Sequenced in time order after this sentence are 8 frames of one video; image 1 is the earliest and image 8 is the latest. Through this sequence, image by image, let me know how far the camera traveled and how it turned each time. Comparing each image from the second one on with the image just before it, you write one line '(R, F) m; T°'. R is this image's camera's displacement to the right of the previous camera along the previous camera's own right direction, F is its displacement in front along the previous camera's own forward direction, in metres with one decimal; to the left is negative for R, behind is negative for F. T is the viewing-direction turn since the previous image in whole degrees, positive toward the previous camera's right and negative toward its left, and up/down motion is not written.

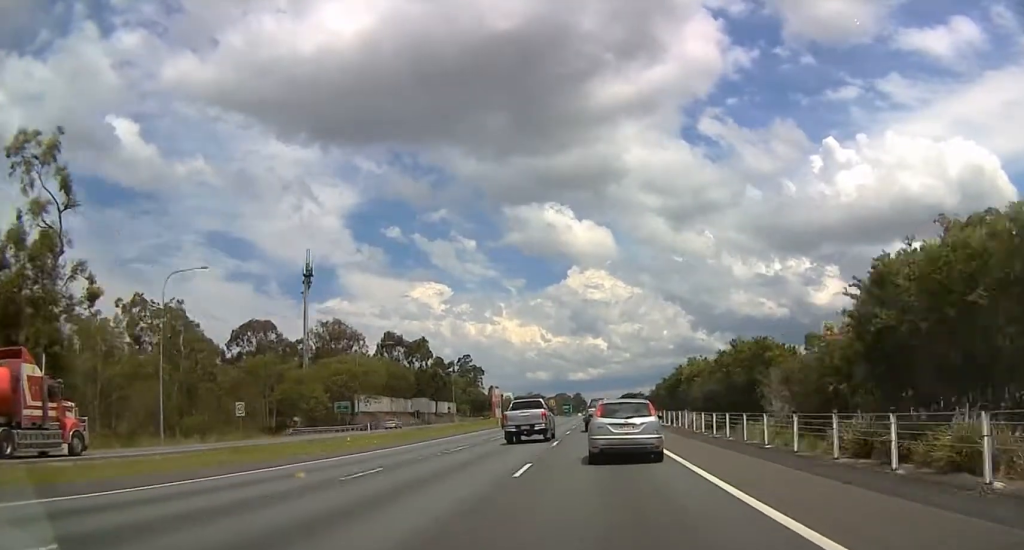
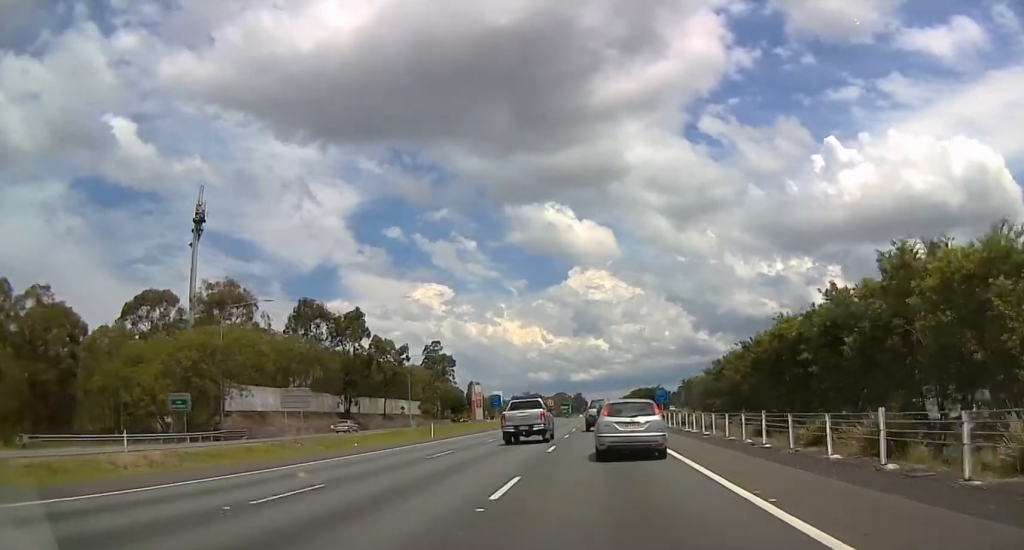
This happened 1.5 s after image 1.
(0.0, +40.5) m; +1°
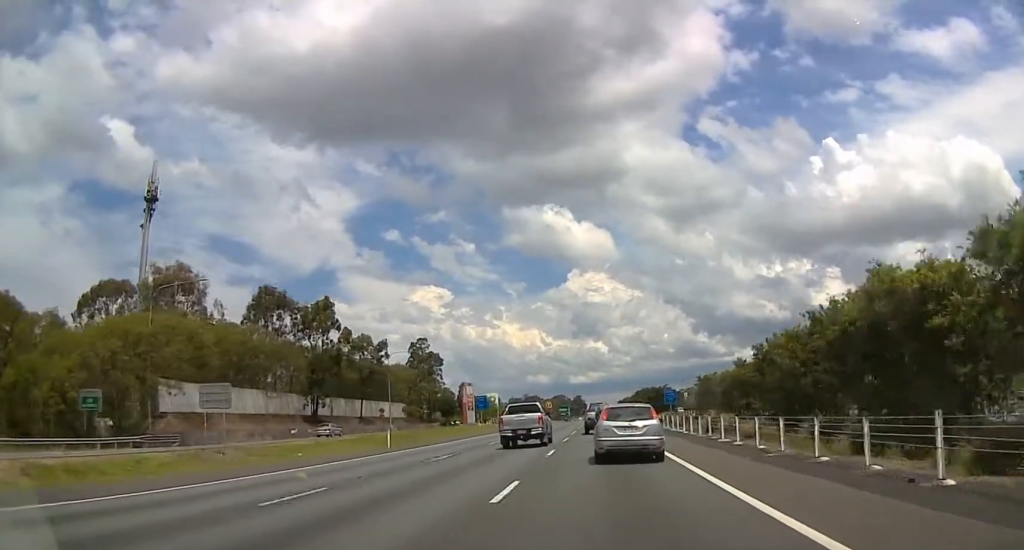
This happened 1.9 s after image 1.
(-0.1, +11.8) m; +1°
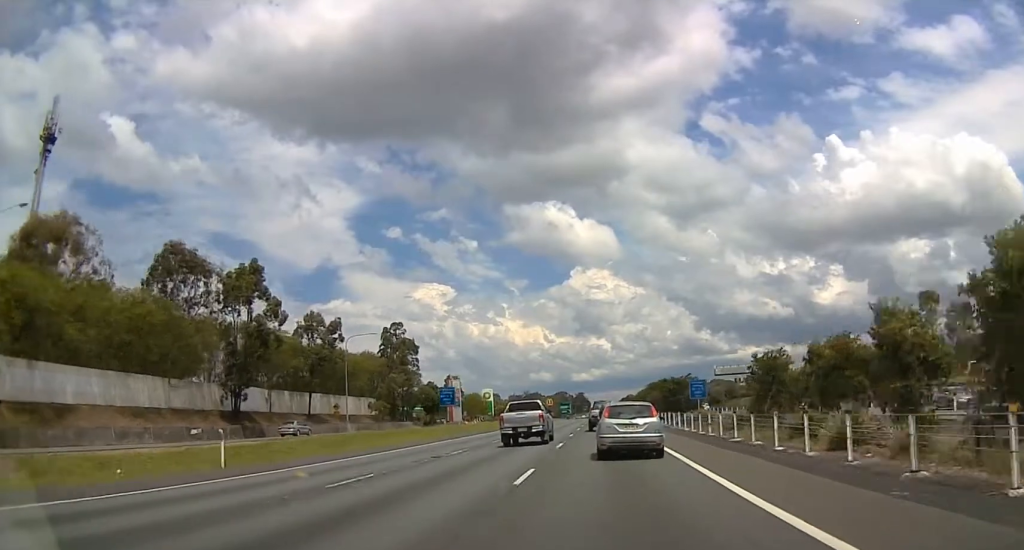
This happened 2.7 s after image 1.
(+0.4, +20.4) m; 0°
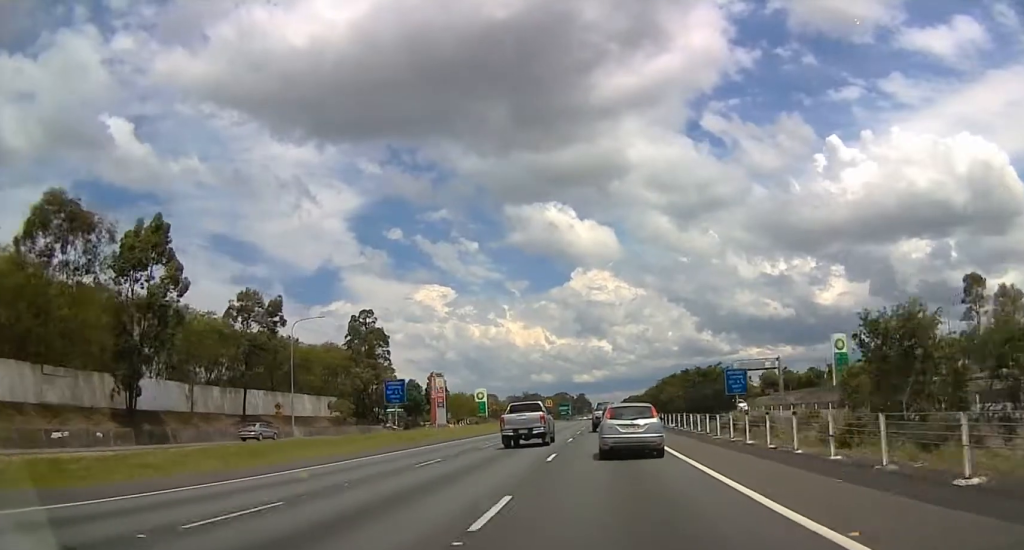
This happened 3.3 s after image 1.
(0.0, +16.6) m; 0°
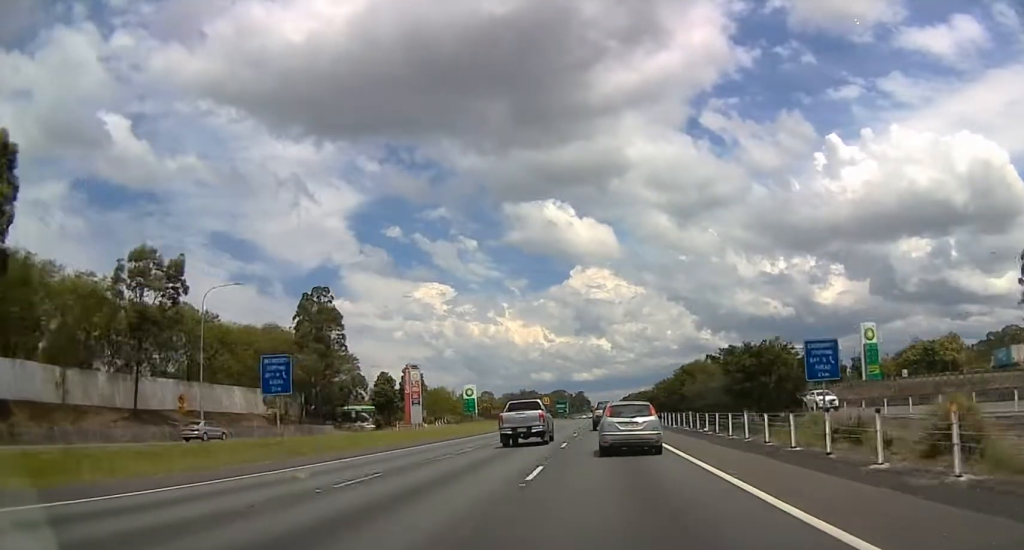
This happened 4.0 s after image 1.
(-0.3, +17.3) m; -1°
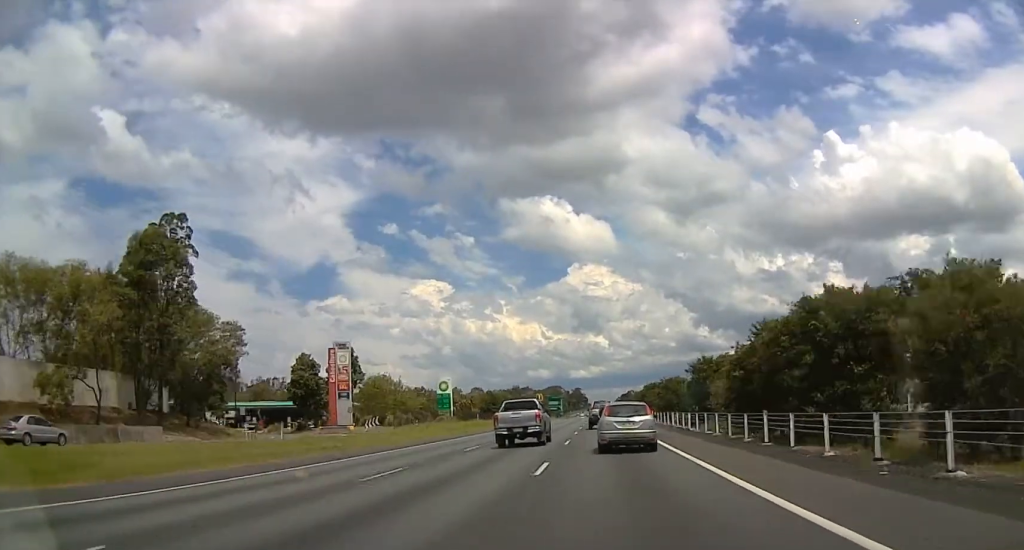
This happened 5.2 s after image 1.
(-0.4, +31.0) m; -2°
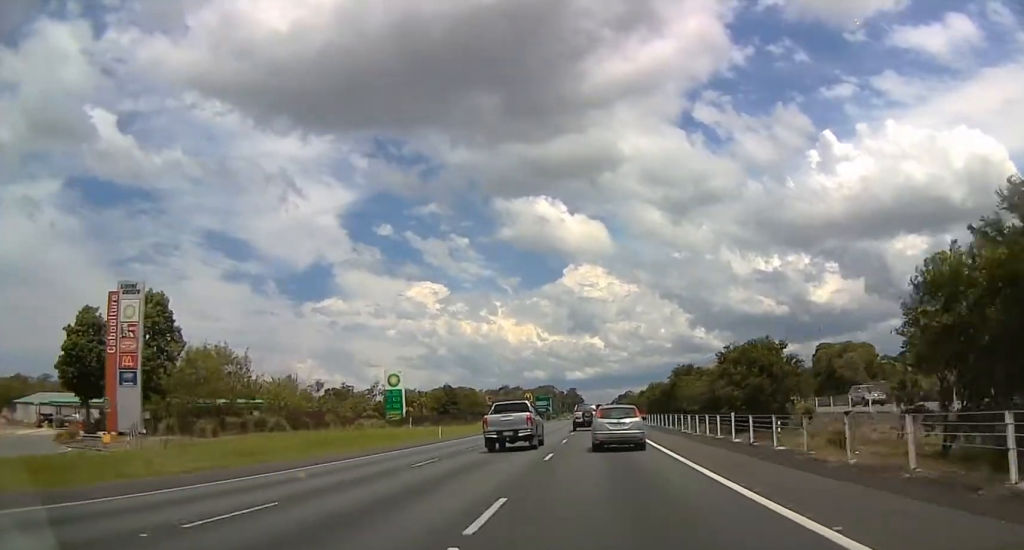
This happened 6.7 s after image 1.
(+1.0, +41.8) m; +2°
